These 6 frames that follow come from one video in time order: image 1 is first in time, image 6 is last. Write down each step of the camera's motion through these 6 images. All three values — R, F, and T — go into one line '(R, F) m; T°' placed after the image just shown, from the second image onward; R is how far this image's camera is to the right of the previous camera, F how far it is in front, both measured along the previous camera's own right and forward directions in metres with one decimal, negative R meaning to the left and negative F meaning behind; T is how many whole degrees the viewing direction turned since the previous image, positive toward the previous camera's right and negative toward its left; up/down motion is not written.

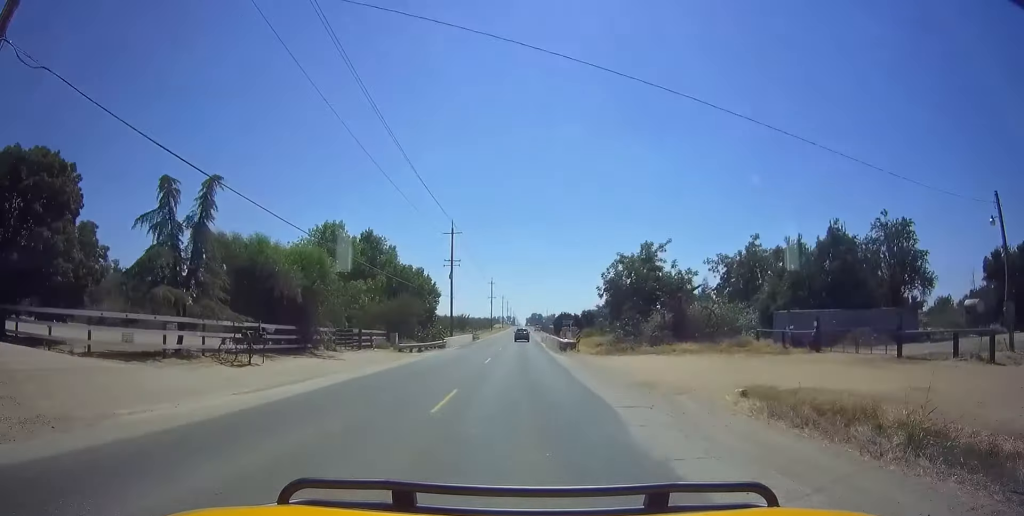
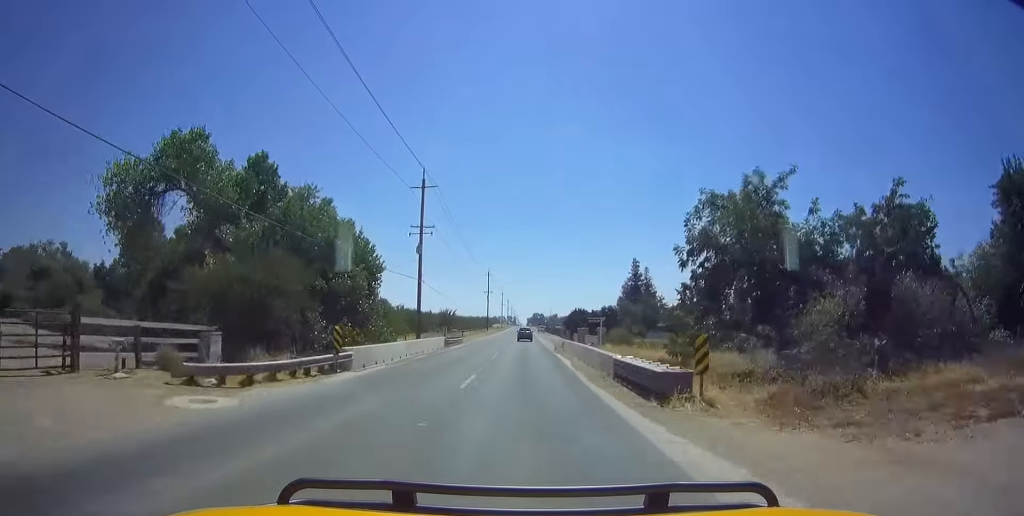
(+0.4, +25.4) m; +1°
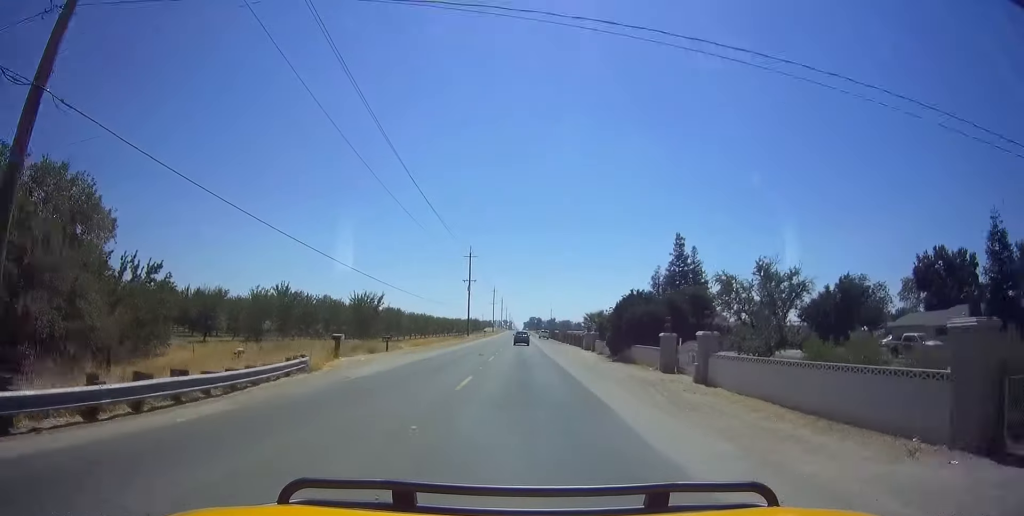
(0.0, +44.6) m; 0°
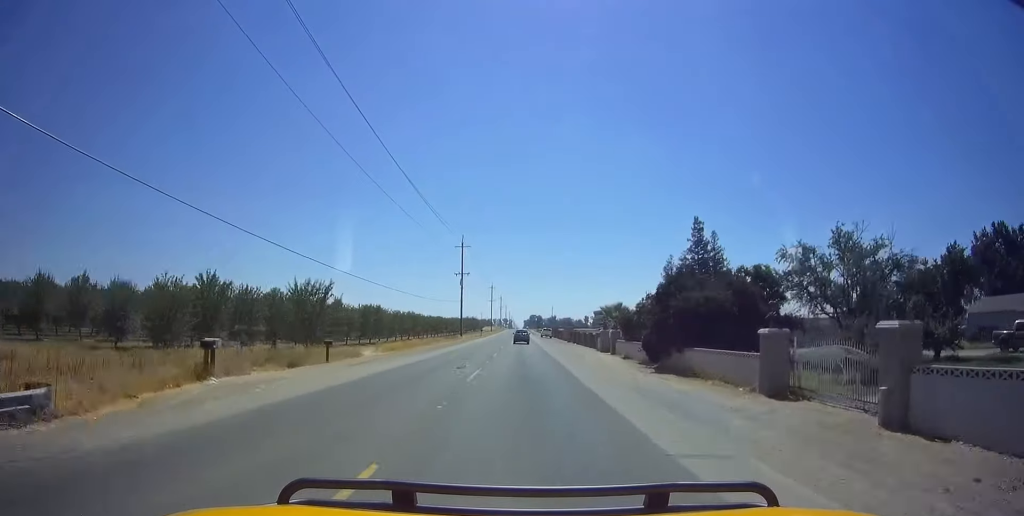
(0.0, +12.0) m; 0°
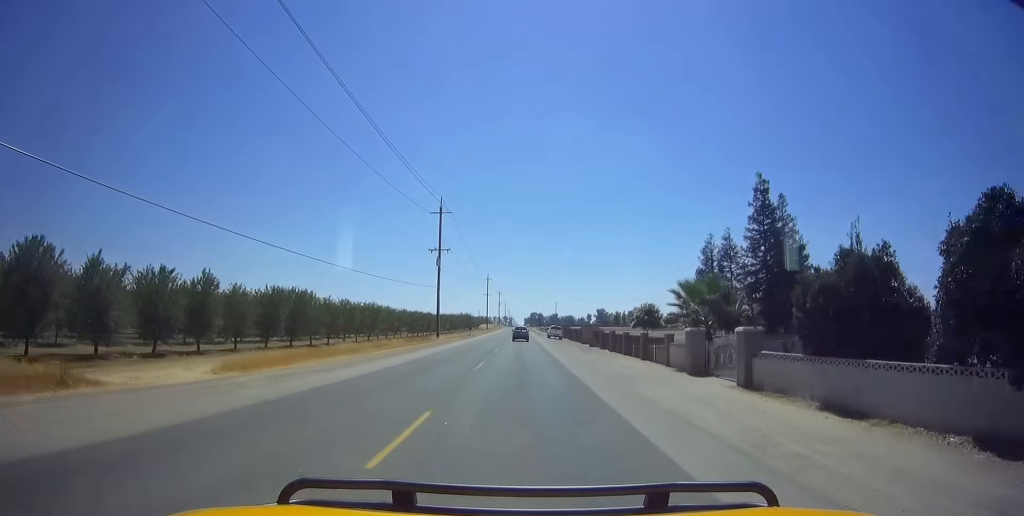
(0.0, +25.4) m; 0°
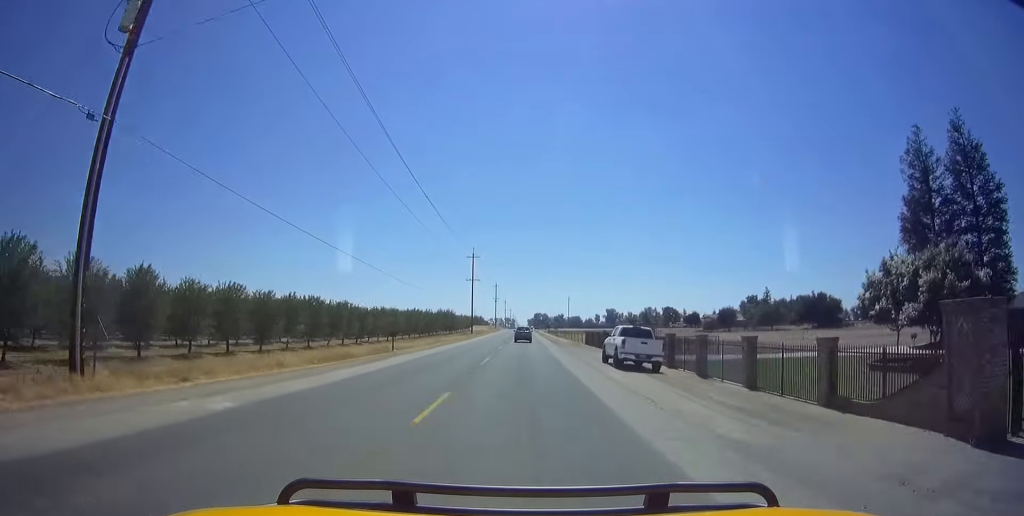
(0.0, +54.6) m; 0°
